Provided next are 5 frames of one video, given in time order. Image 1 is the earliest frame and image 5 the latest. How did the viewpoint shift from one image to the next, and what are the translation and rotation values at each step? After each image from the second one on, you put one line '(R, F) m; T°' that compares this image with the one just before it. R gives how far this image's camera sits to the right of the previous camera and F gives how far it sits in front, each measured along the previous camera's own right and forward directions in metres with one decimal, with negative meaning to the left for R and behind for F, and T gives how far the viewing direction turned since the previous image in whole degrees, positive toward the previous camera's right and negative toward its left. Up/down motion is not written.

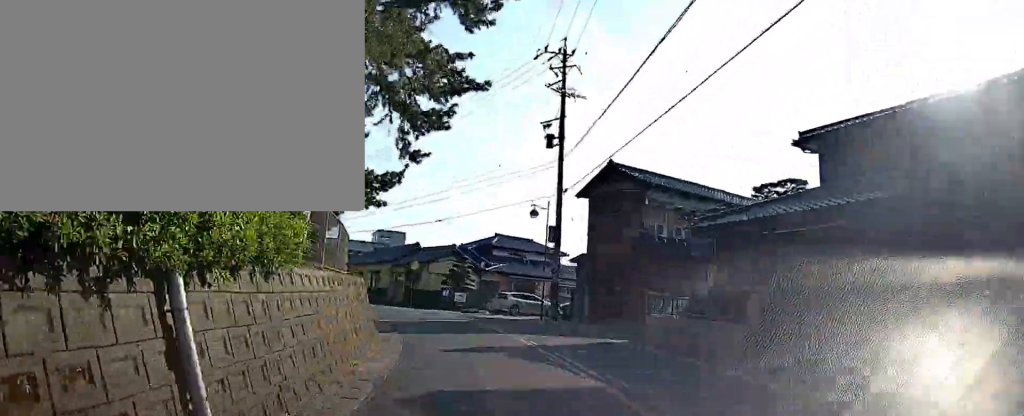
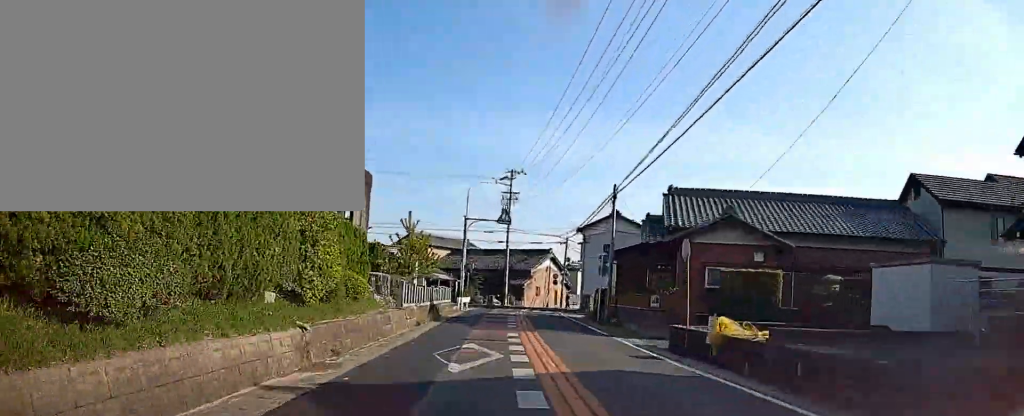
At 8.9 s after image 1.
(-10.2, +58.2) m; -9°
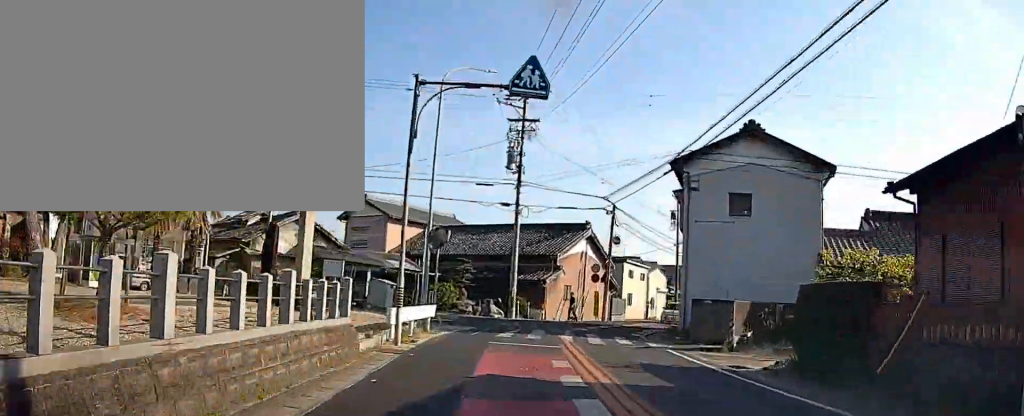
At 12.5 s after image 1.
(-3.5, +22.7) m; +3°
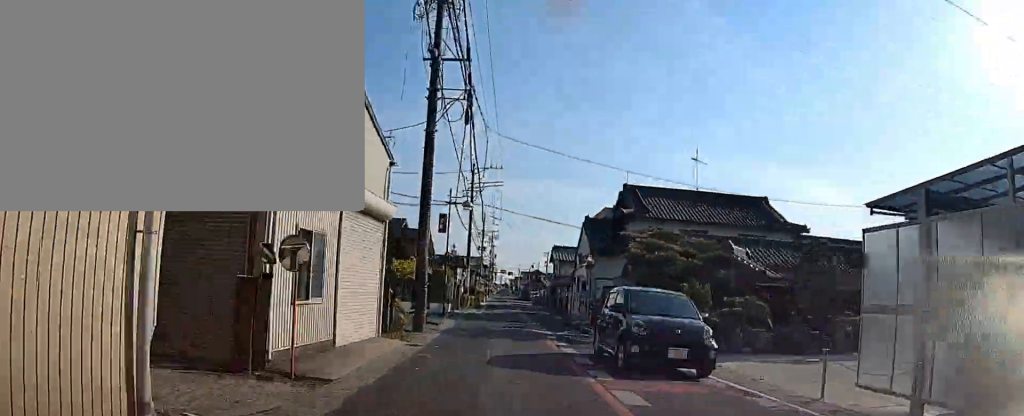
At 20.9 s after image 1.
(+9.1, +50.0) m; +13°
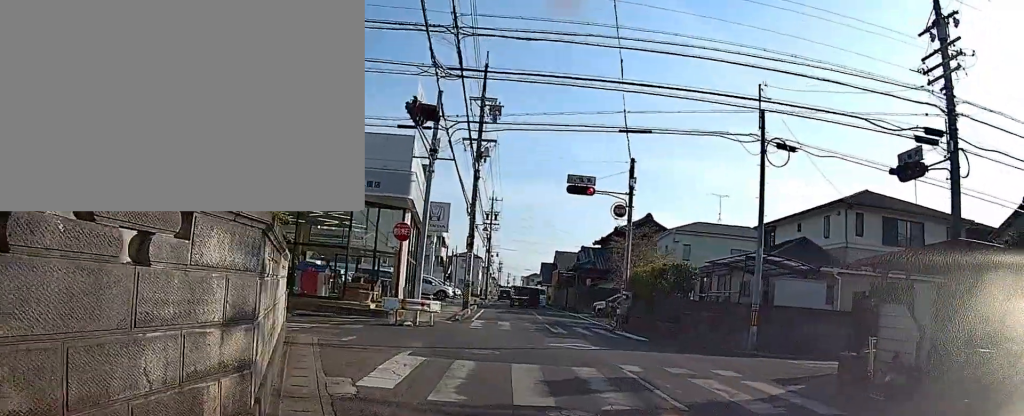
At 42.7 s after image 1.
(+0.8, +110.5) m; 0°
